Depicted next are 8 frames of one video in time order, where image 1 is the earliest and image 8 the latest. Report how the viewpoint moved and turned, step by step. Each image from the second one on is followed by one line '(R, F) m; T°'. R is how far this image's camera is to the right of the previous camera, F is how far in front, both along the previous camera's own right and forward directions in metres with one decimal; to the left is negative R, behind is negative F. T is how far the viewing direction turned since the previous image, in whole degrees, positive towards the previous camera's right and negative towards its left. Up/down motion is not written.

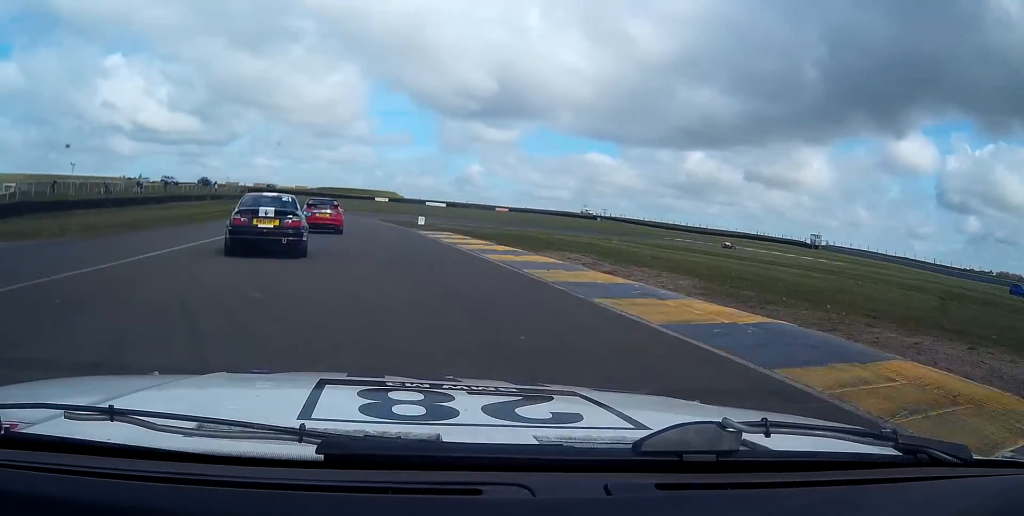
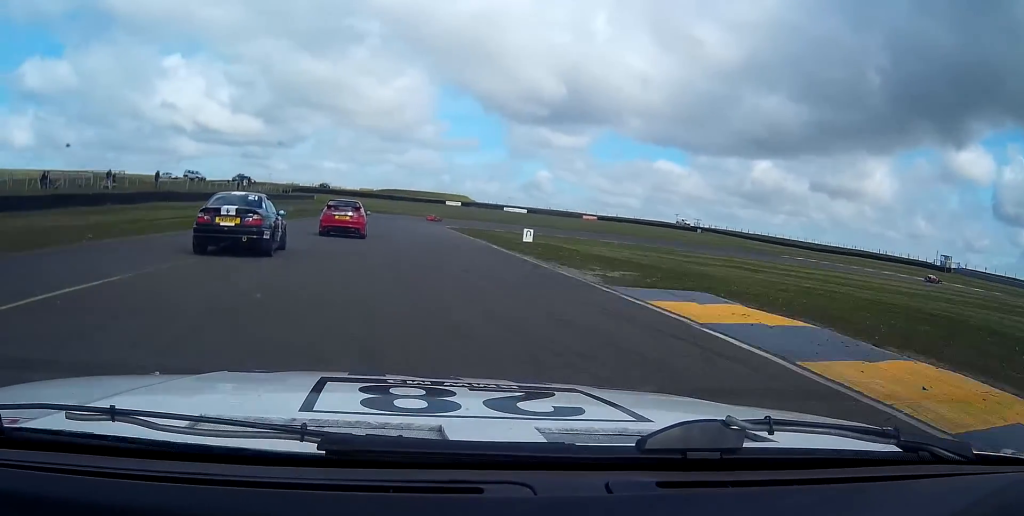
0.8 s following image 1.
(-2.0, +28.1) m; -5°
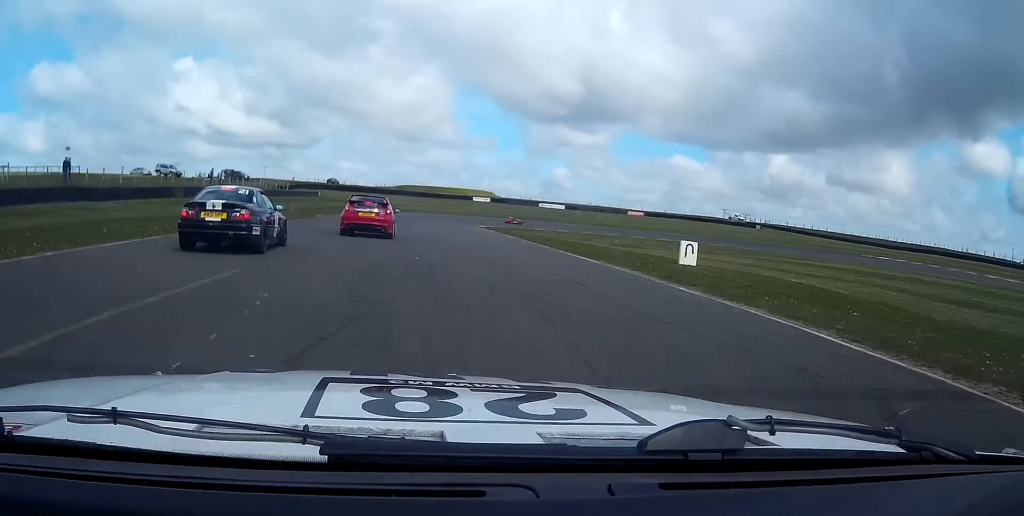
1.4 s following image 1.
(-0.7, +23.3) m; -2°
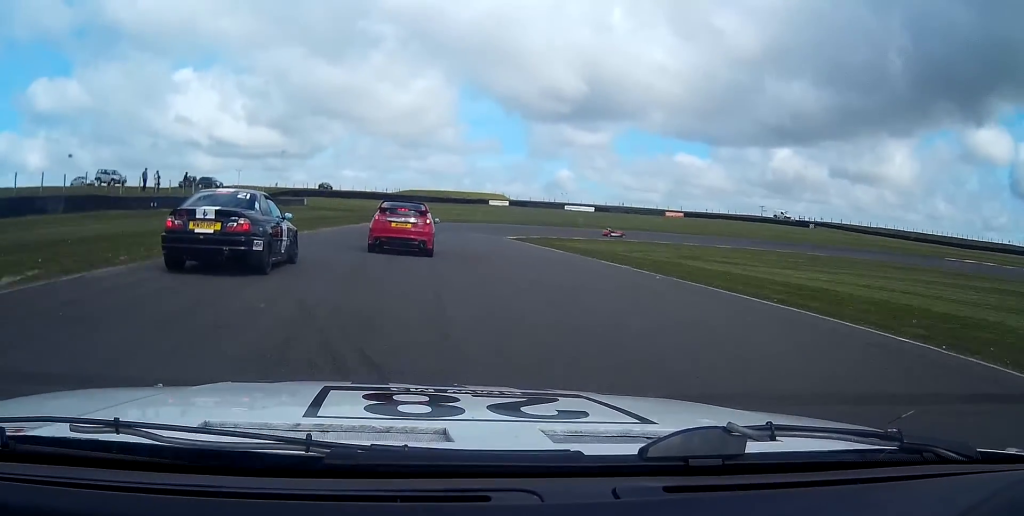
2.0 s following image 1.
(-0.5, +23.1) m; -1°
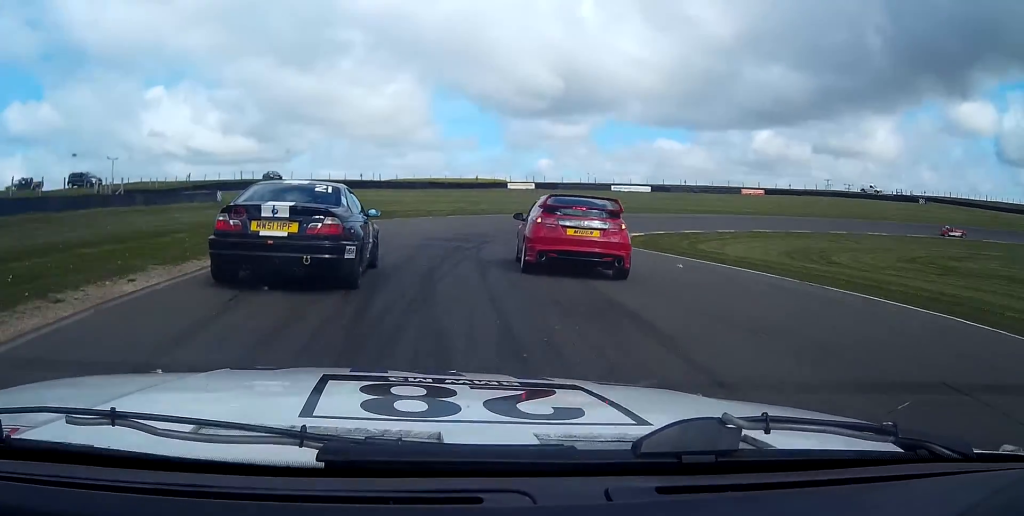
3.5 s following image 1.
(+0.2, +42.2) m; +1°
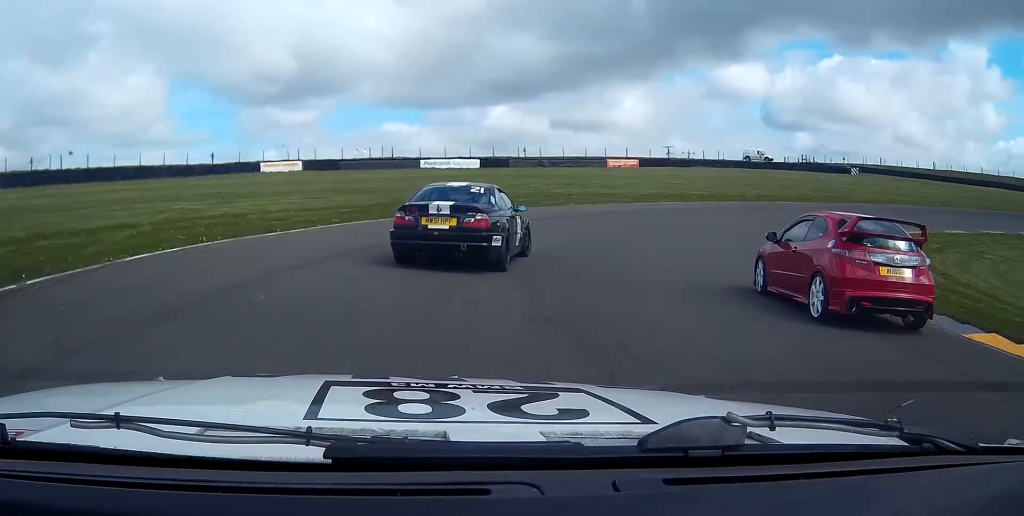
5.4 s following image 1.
(+3.9, +39.6) m; +23°
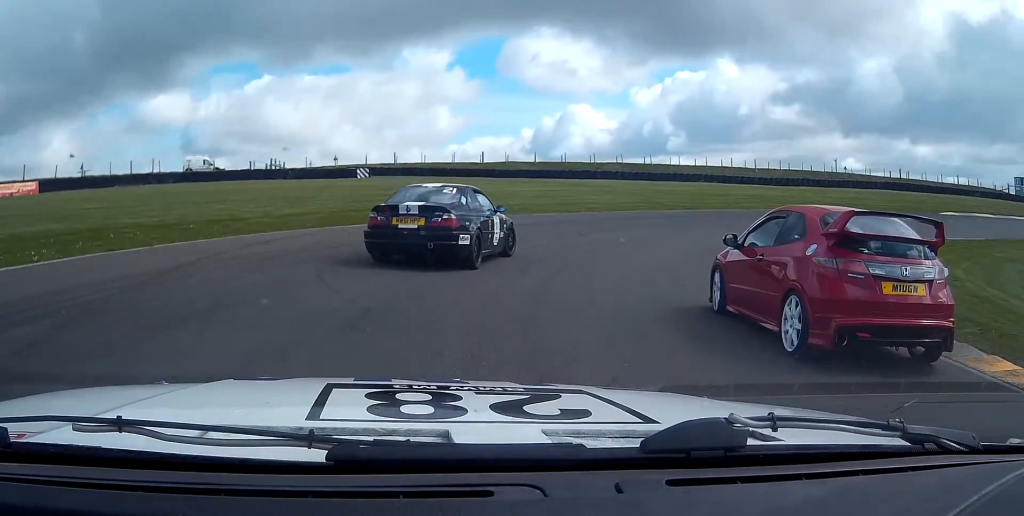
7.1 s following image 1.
(+9.7, +28.3) m; +44°
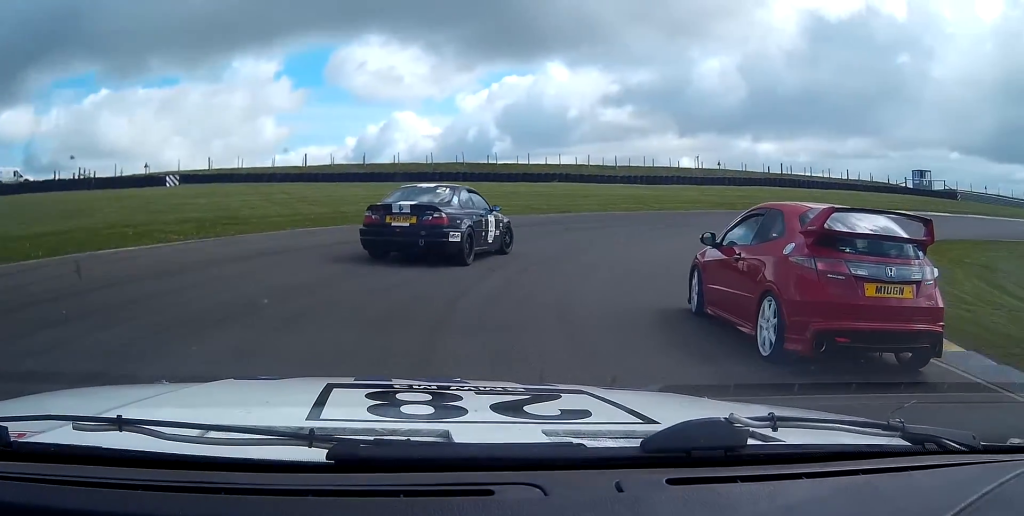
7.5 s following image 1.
(+2.2, +7.9) m; +15°
